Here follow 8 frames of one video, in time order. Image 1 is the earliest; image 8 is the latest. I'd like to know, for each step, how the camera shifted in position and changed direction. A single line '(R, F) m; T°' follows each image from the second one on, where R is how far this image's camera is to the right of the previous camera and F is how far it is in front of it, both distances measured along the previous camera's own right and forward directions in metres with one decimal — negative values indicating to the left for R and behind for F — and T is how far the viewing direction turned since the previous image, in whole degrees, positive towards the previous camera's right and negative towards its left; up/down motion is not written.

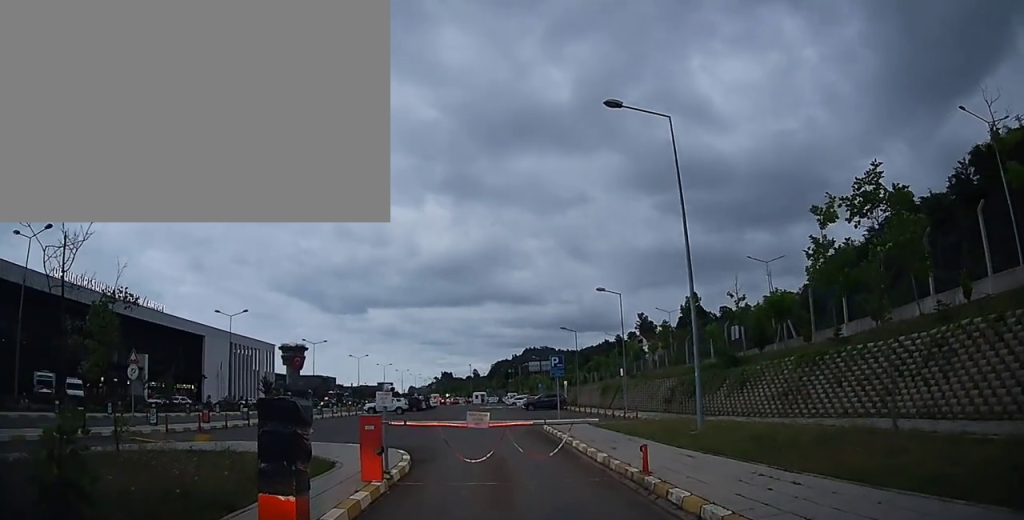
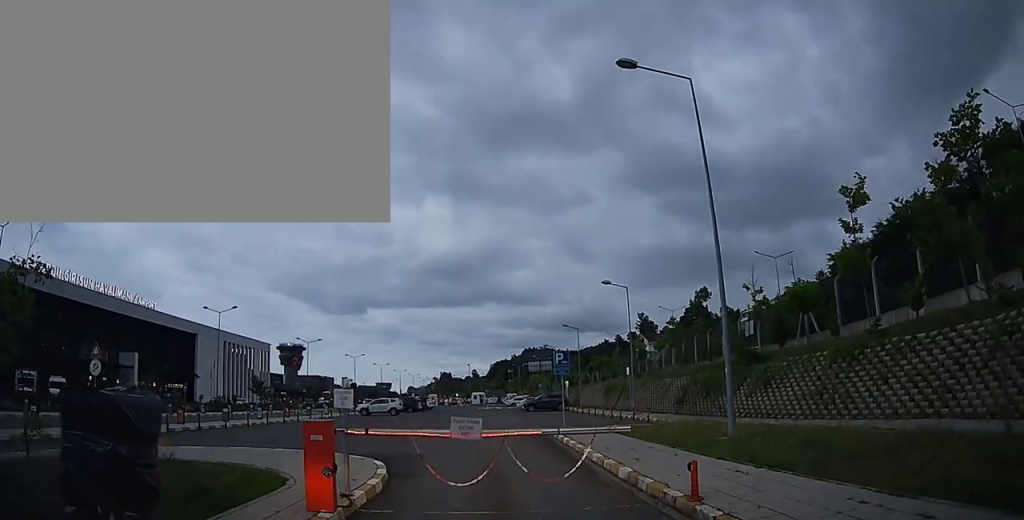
(-0.2, +1.7) m; 0°
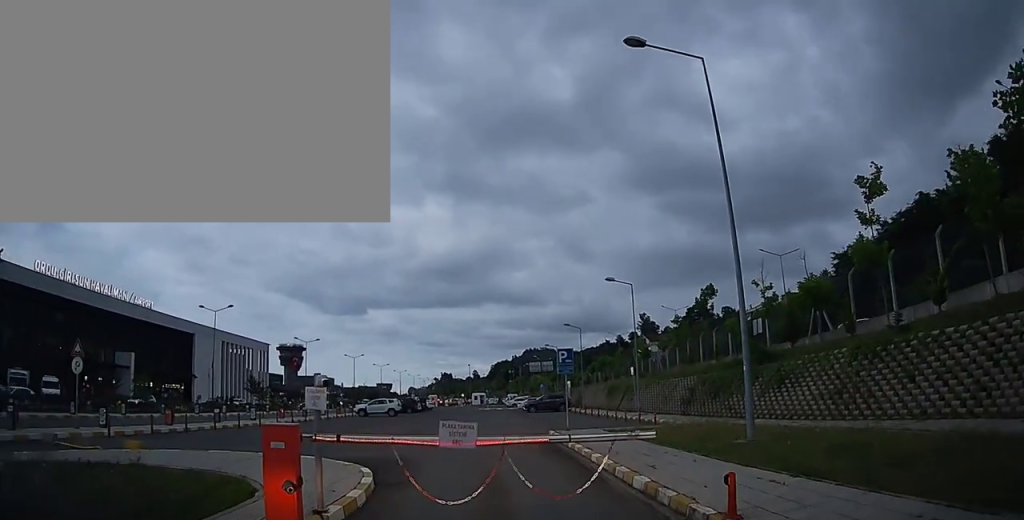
(0.0, +0.7) m; 0°
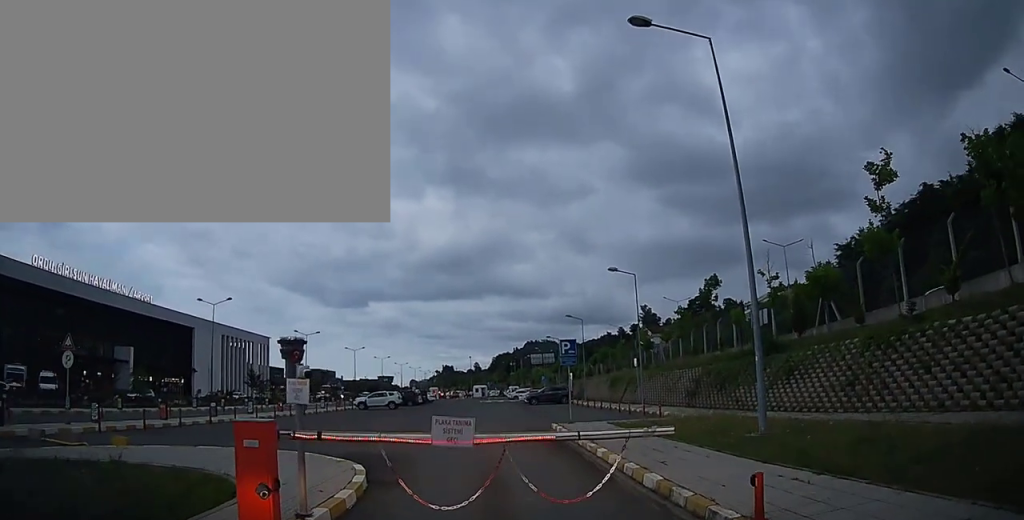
(-0.1, +0.4) m; 0°
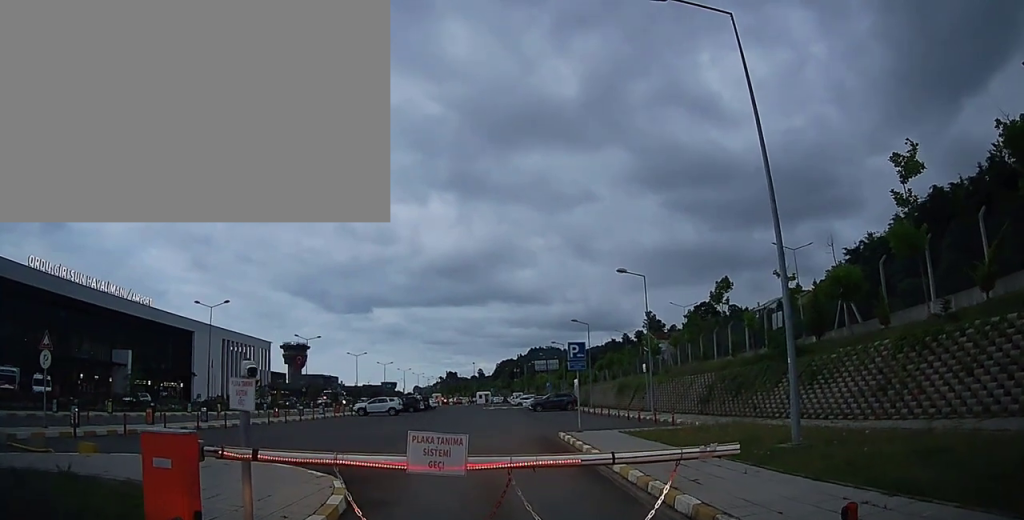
(-0.1, +1.2) m; 0°
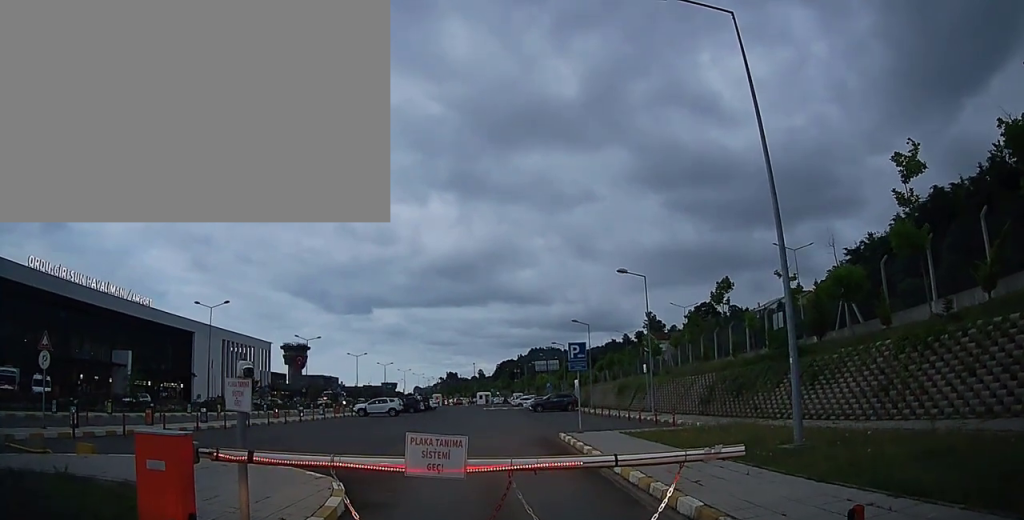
(+0.2, +0.5) m; 0°
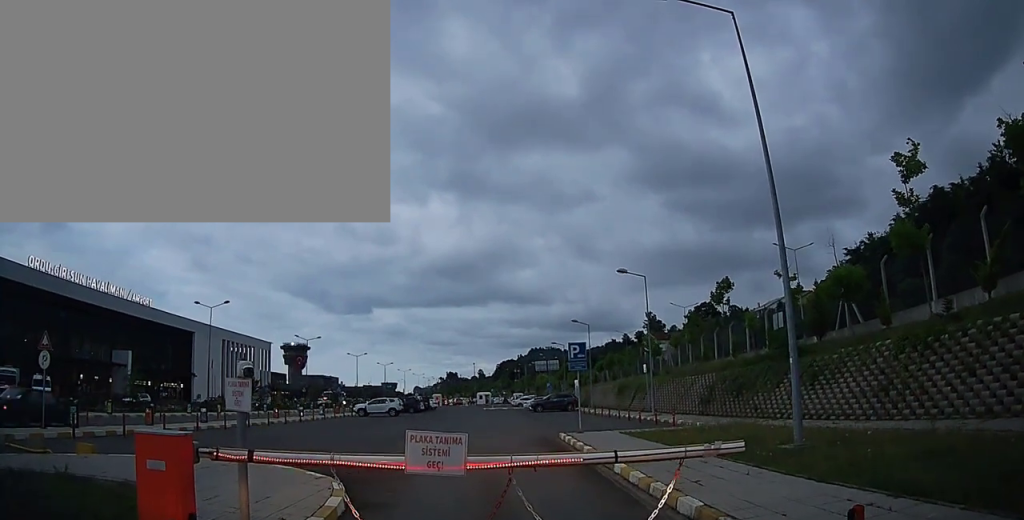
(0.0, 0.0) m; 0°
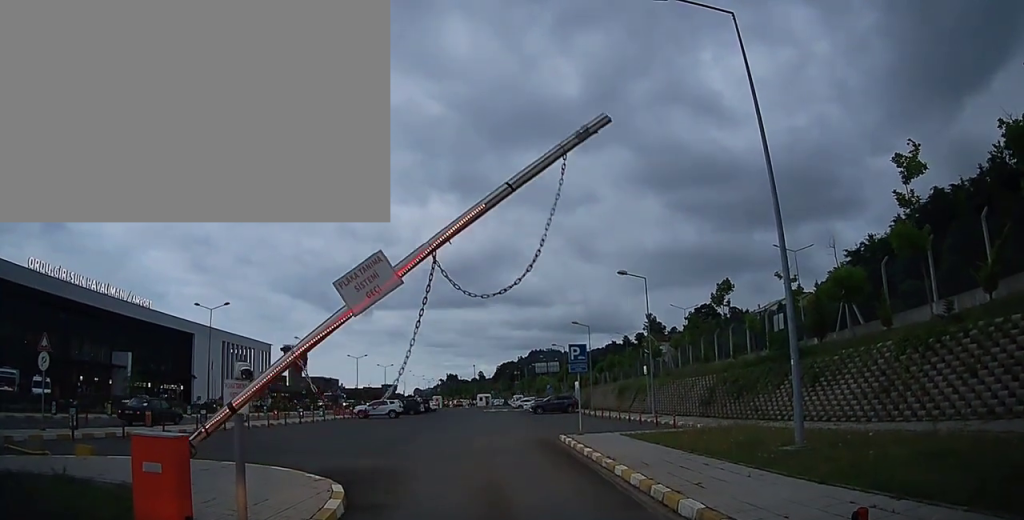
(0.0, +0.6) m; 0°
